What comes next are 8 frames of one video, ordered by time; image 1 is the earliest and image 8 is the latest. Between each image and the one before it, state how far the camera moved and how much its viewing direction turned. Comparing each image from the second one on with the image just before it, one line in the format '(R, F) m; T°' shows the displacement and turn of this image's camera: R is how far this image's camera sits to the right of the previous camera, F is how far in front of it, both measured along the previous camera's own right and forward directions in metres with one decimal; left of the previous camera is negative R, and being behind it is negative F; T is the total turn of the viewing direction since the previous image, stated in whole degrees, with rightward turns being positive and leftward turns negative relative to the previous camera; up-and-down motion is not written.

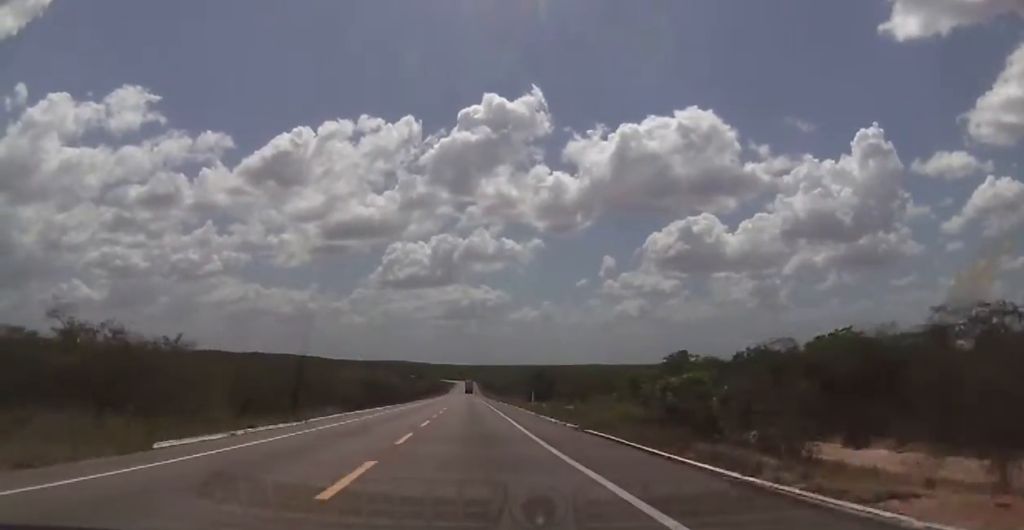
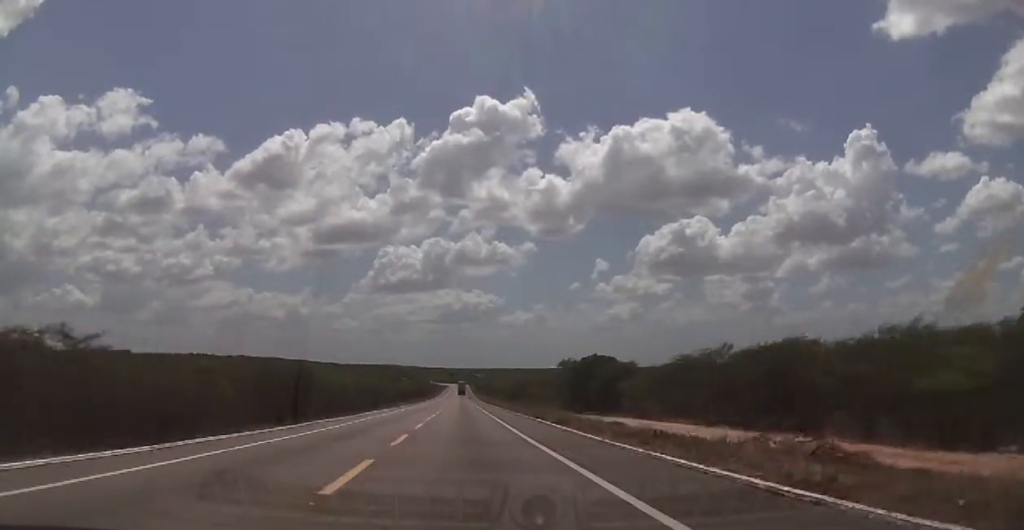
(+0.4, +47.9) m; 0°
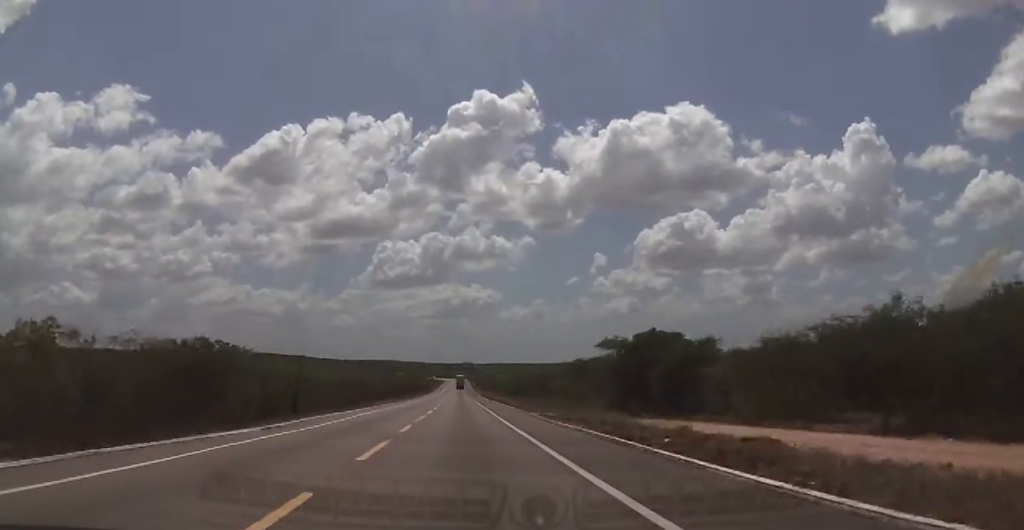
(-0.2, +20.6) m; 0°
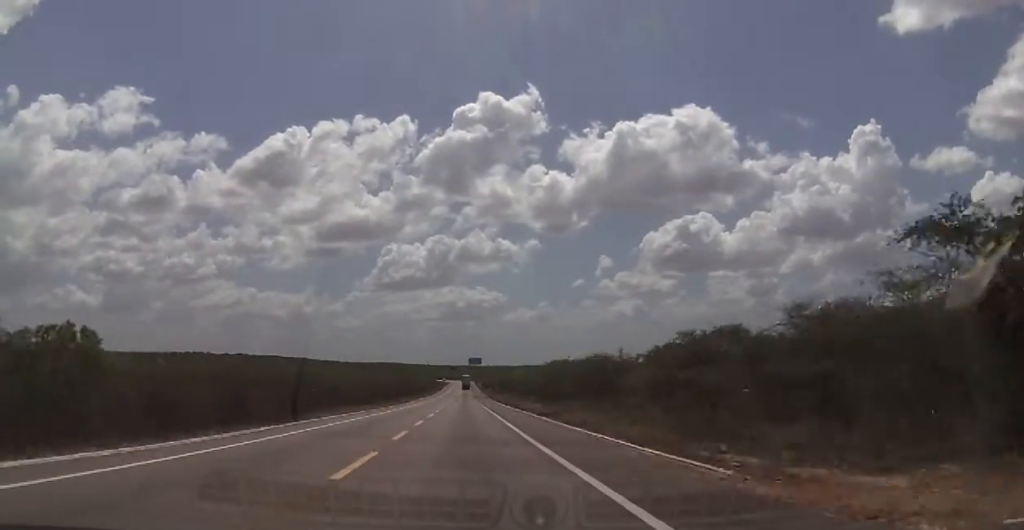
(0.0, +34.3) m; 0°
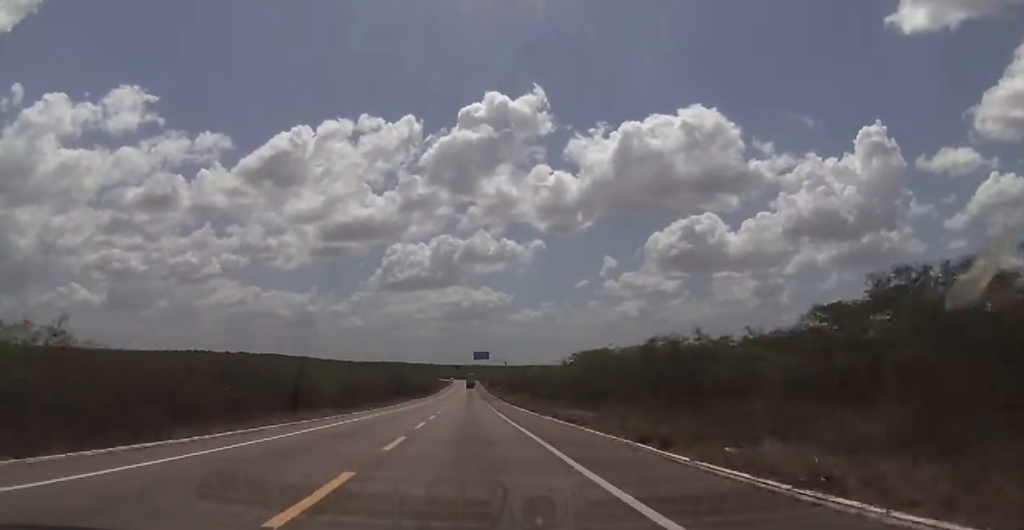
(+0.1, +19.5) m; 0°
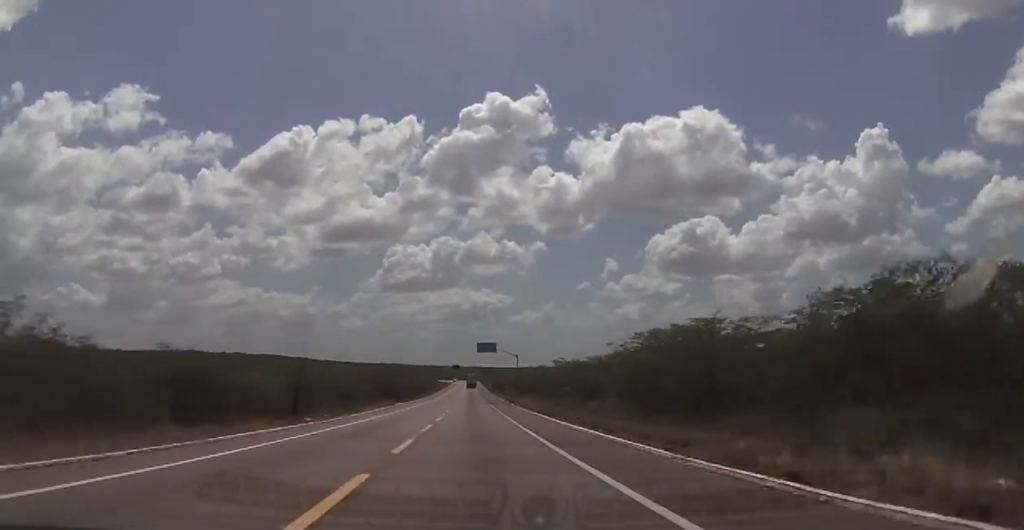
(-0.3, +24.2) m; 0°
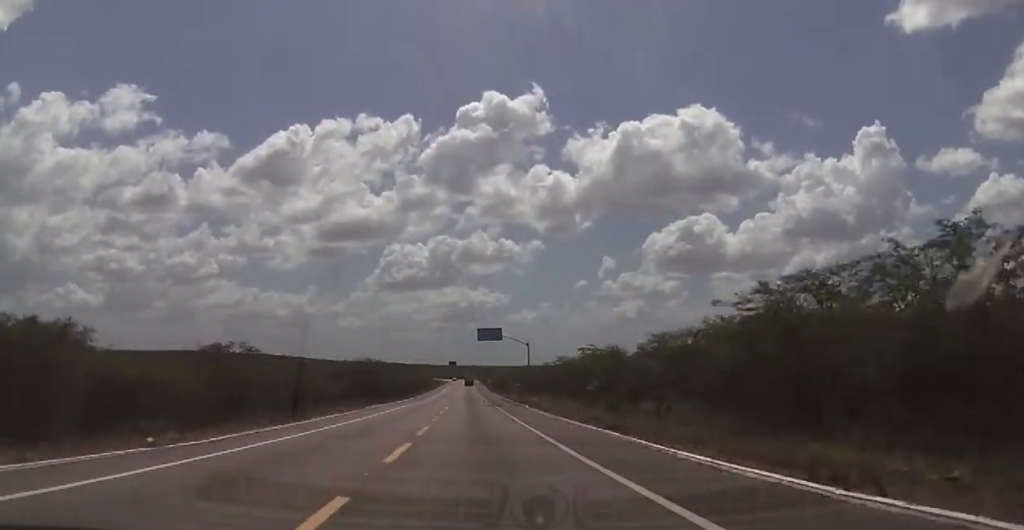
(+0.1, +18.5) m; 0°
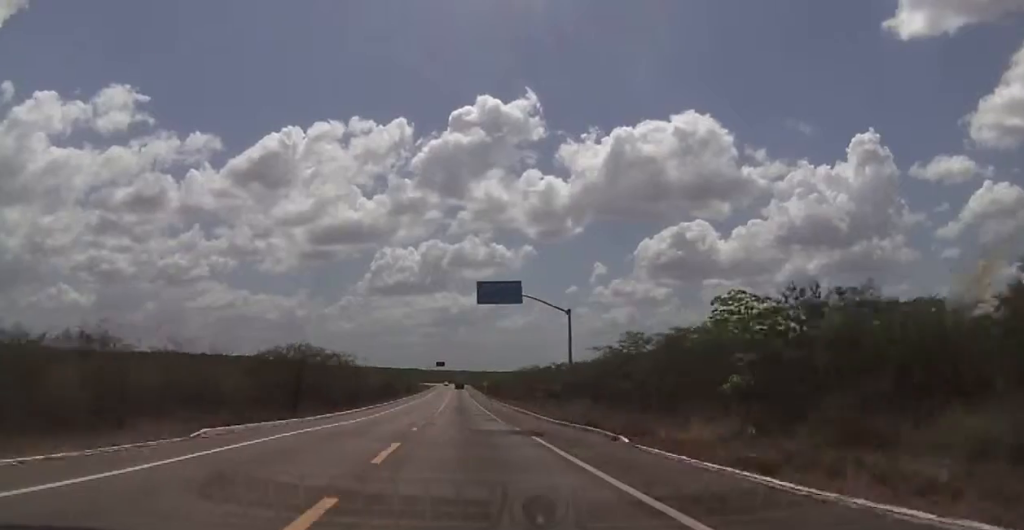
(+0.2, +32.4) m; 0°
